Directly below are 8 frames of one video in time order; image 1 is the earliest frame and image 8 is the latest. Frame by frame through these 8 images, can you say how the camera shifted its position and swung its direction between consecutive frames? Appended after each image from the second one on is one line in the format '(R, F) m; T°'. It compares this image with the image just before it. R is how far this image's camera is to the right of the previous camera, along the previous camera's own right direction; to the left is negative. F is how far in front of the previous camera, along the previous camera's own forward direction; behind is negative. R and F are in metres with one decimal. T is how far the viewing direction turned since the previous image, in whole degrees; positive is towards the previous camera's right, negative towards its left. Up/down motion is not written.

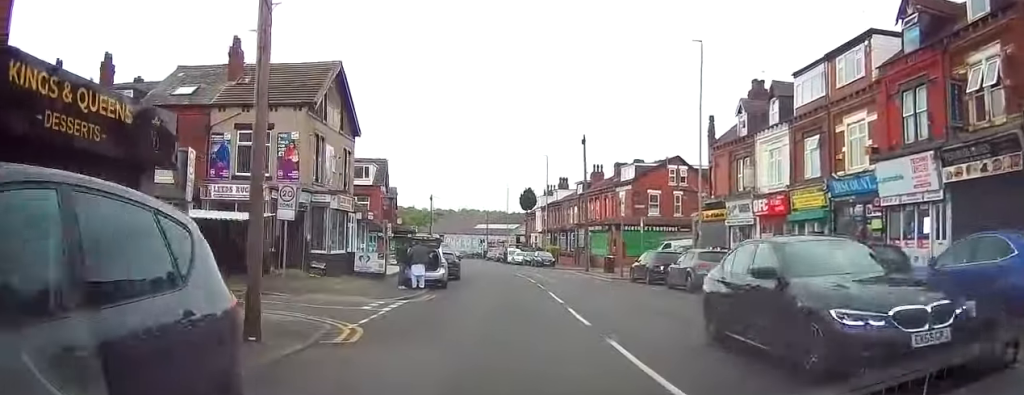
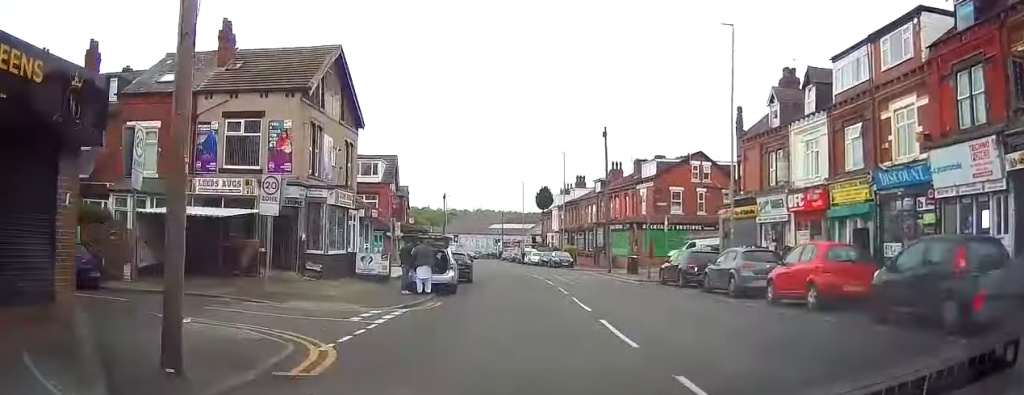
(-0.1, +3.1) m; 0°
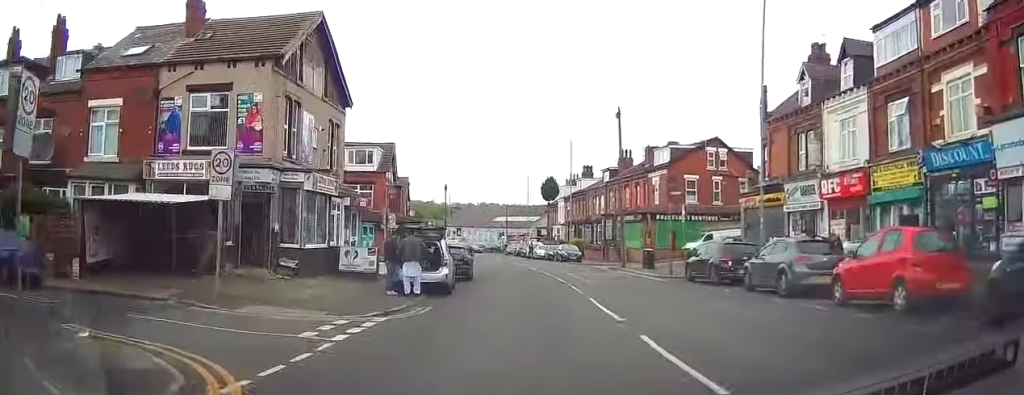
(-0.1, +3.6) m; 0°
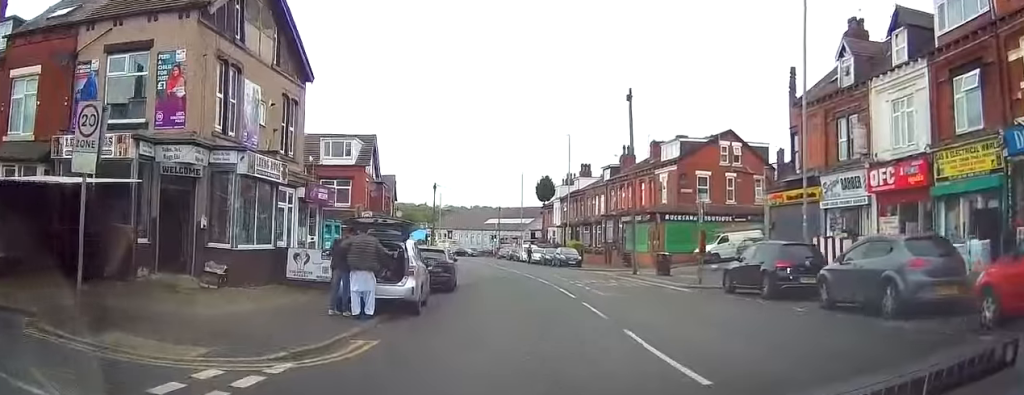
(+0.2, +5.4) m; 0°
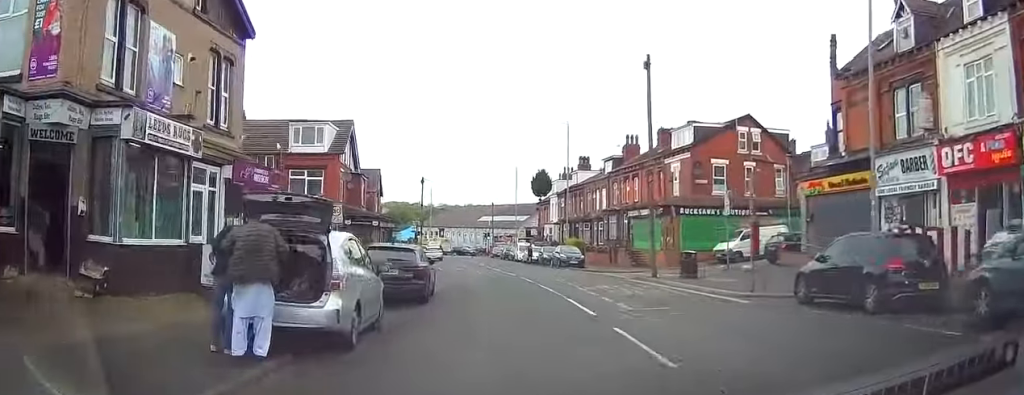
(0.0, +5.4) m; 0°
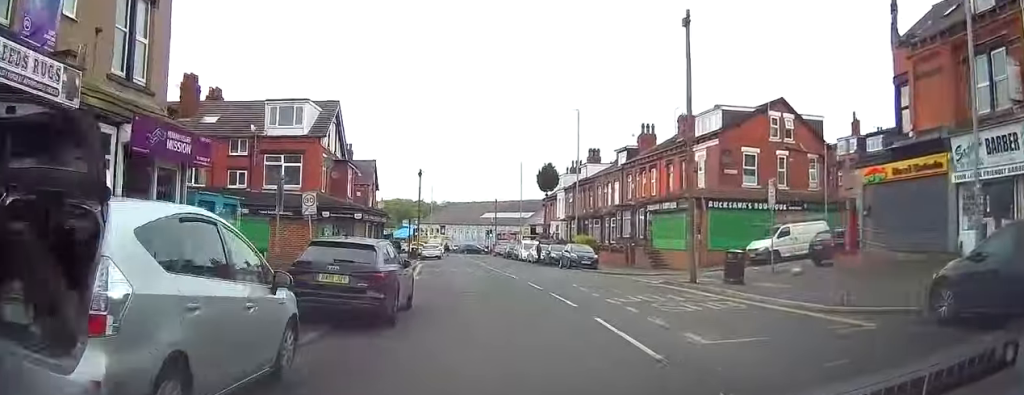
(-0.1, +5.0) m; 0°
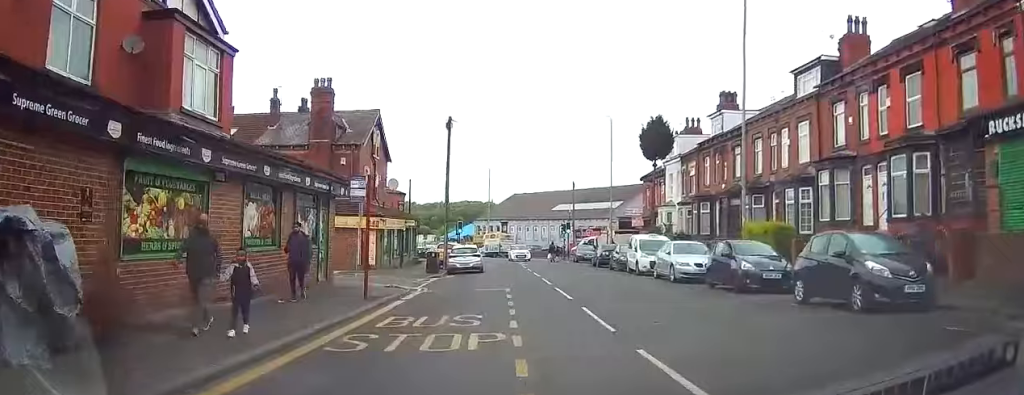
(-0.9, +26.6) m; -5°
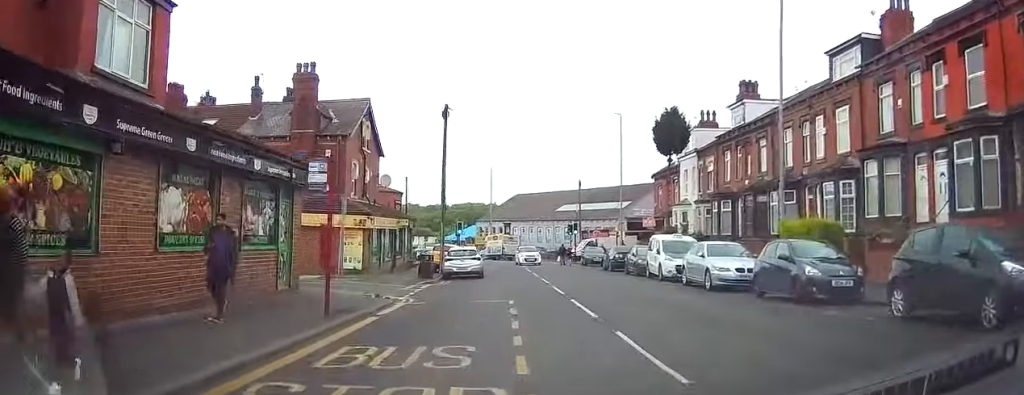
(-0.1, +3.8) m; 0°
